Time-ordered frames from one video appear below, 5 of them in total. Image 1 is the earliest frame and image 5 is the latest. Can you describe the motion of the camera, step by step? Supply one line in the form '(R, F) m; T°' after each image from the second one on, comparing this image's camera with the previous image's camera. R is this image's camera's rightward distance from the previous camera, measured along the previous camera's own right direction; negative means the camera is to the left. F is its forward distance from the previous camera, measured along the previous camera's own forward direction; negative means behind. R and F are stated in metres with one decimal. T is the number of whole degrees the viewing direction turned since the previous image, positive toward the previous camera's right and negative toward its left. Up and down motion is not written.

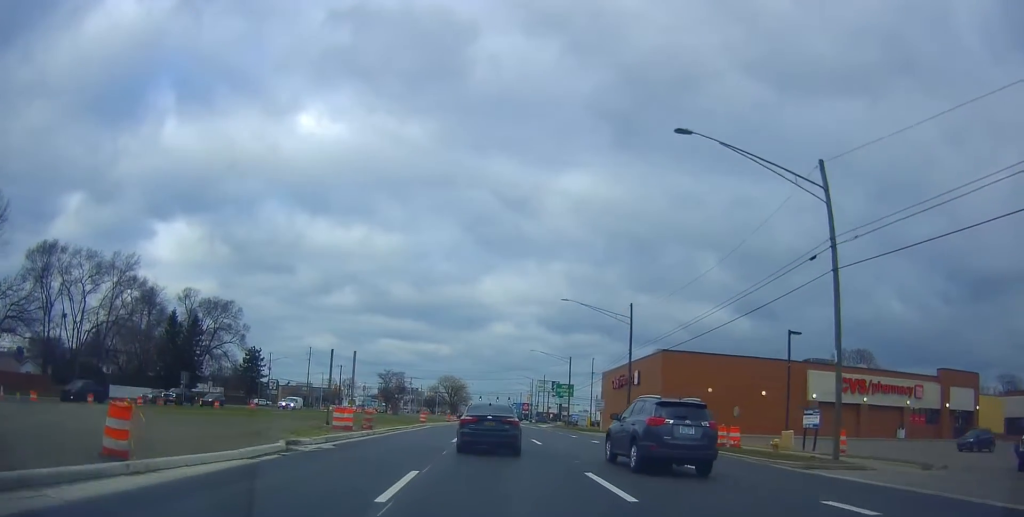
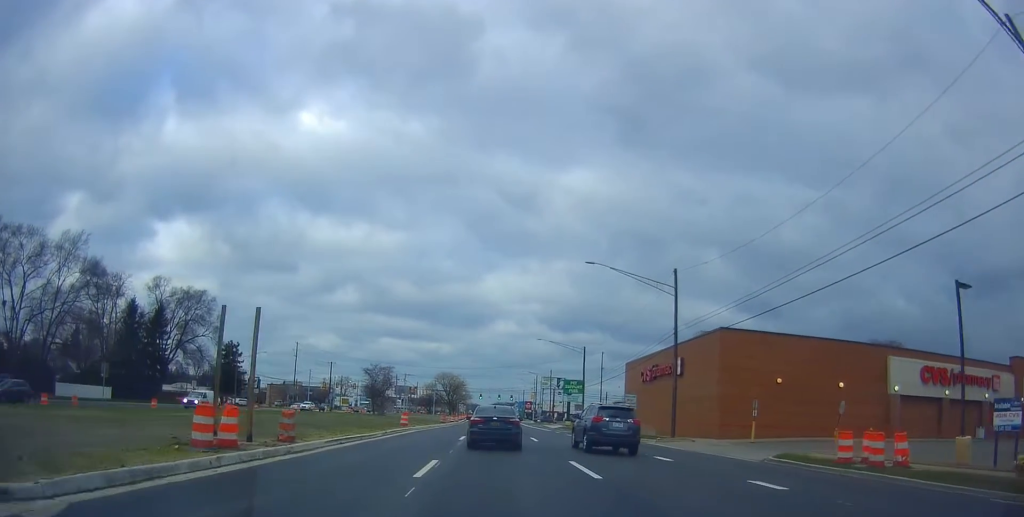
(-0.5, +12.5) m; -1°
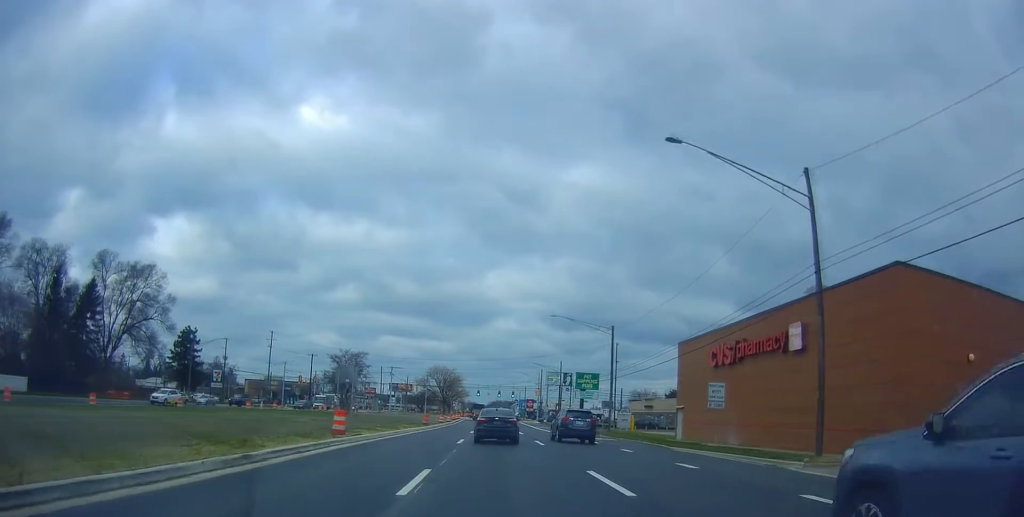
(+0.7, +17.6) m; +5°
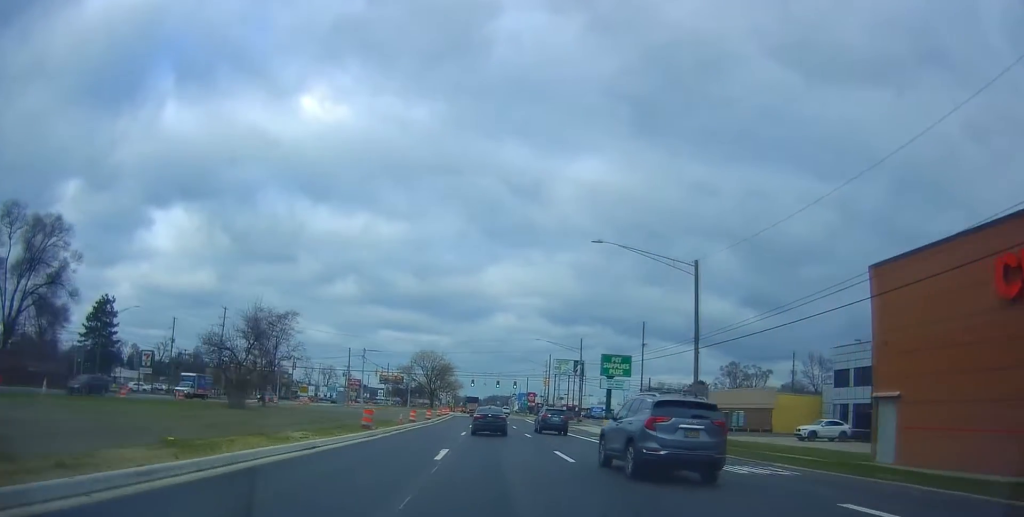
(-1.4, +24.3) m; -3°
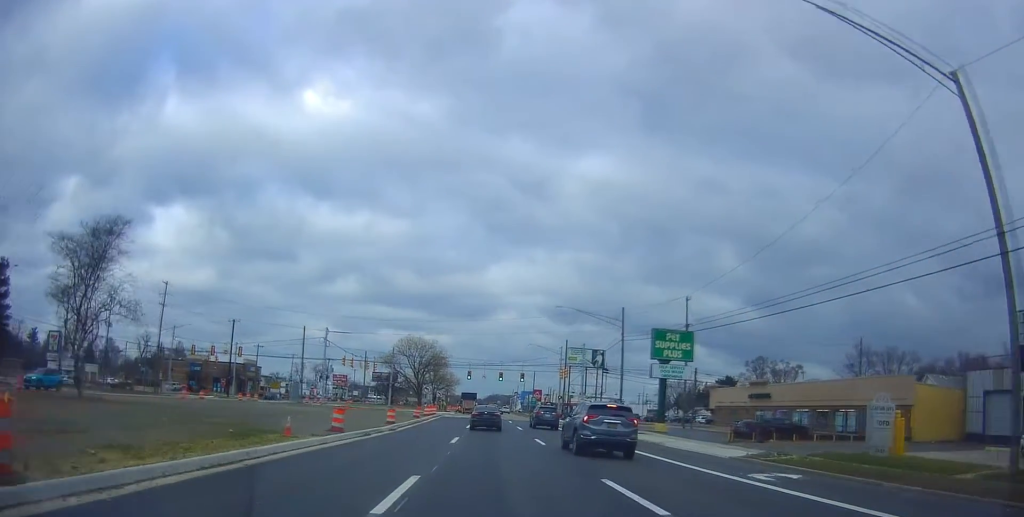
(+1.2, +23.1) m; +3°
